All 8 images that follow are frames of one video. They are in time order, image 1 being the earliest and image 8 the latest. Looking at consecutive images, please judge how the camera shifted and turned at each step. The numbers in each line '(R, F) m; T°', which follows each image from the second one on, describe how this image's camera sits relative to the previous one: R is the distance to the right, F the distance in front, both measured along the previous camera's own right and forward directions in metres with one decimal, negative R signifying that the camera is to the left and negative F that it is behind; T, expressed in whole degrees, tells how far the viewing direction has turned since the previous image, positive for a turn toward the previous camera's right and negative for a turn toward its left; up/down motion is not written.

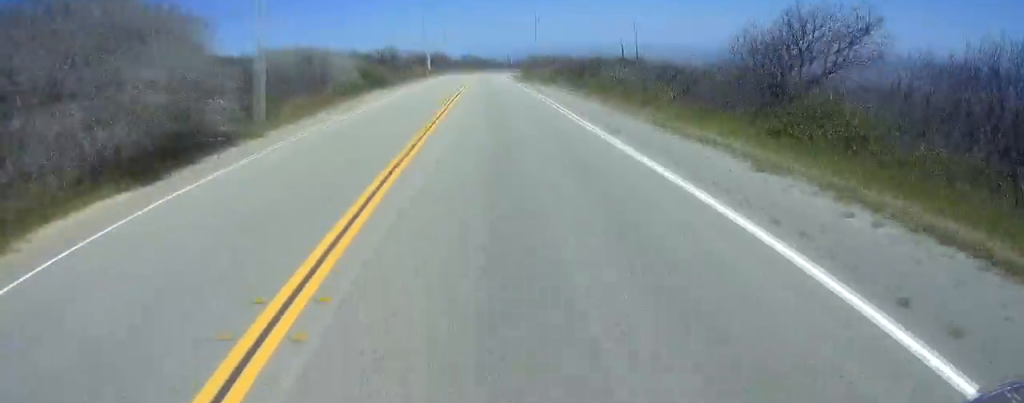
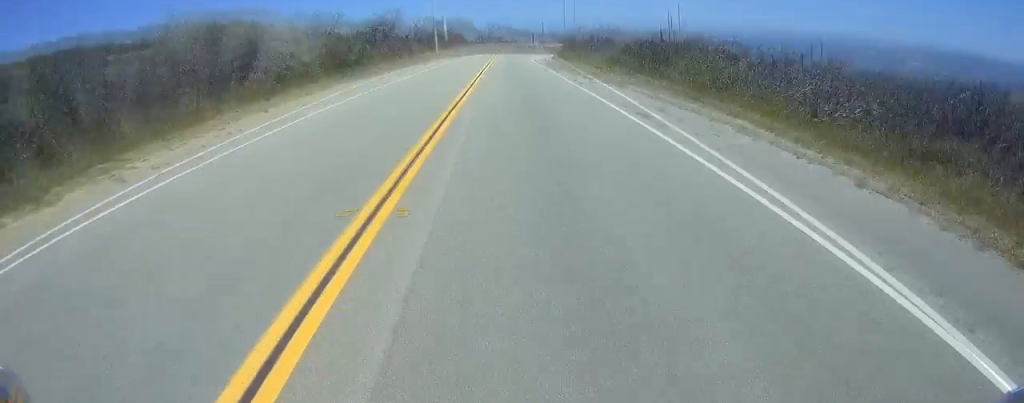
(+0.4, +20.4) m; +2°
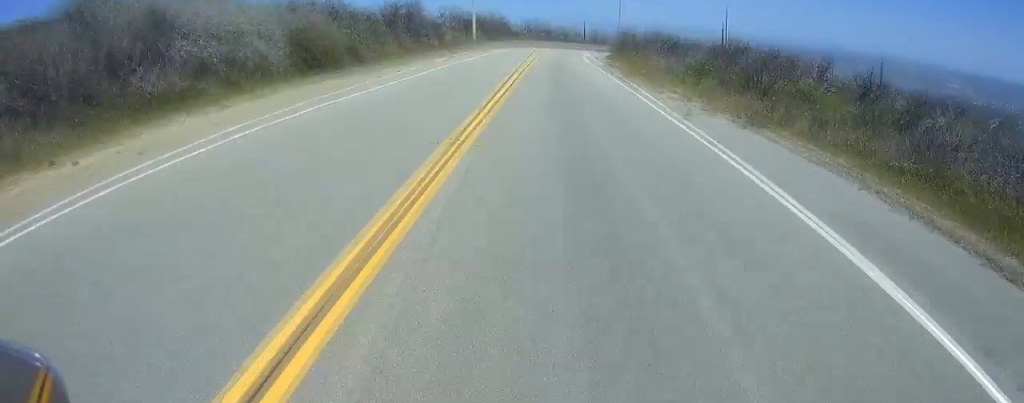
(+0.1, +11.6) m; 0°
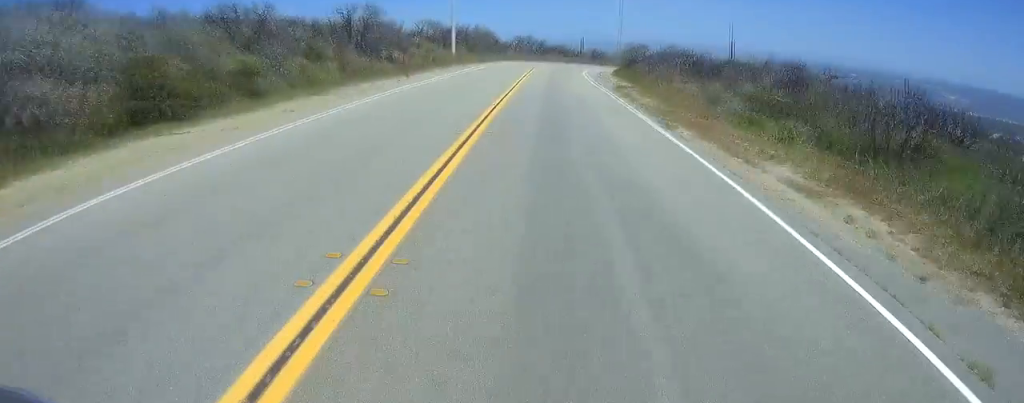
(0.0, +11.4) m; 0°
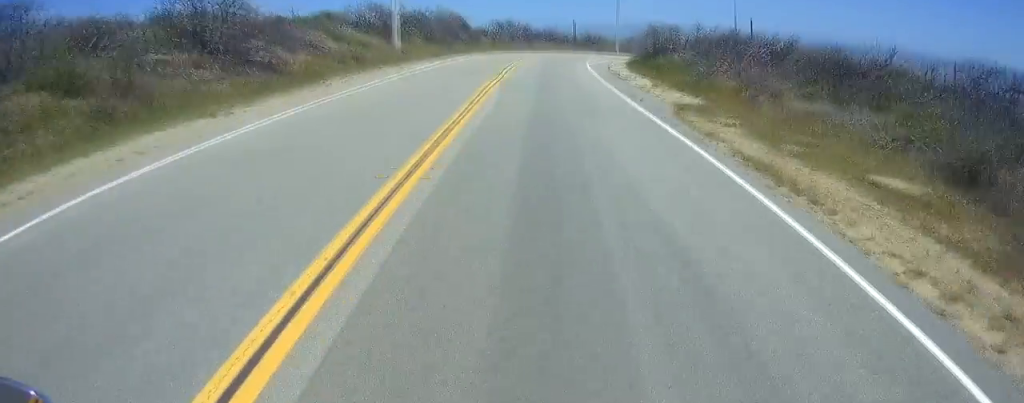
(0.0, +19.1) m; 0°
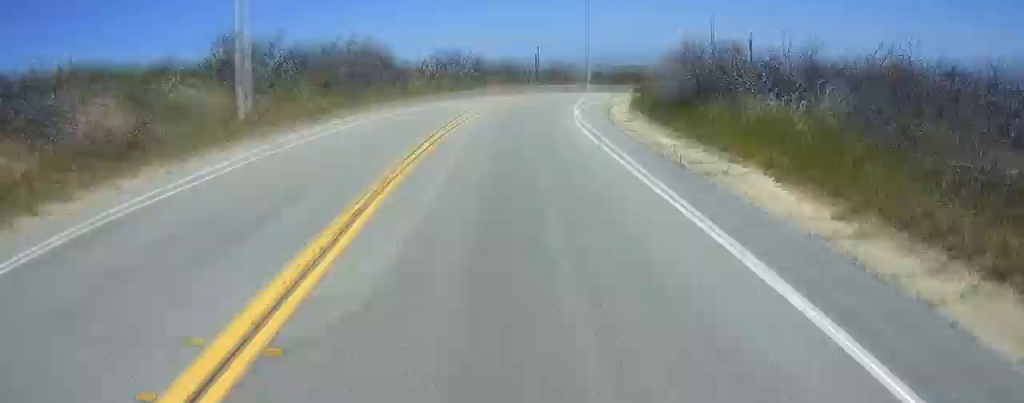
(0.0, +18.6) m; +2°
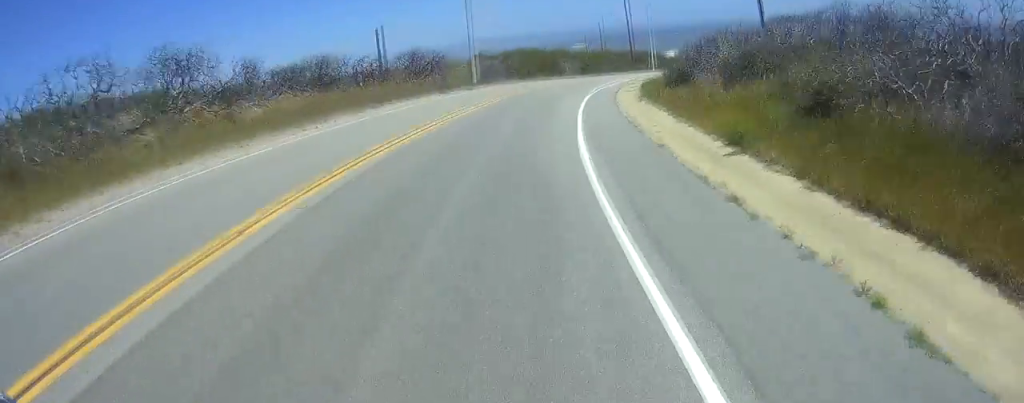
(+2.1, +37.3) m; +10°
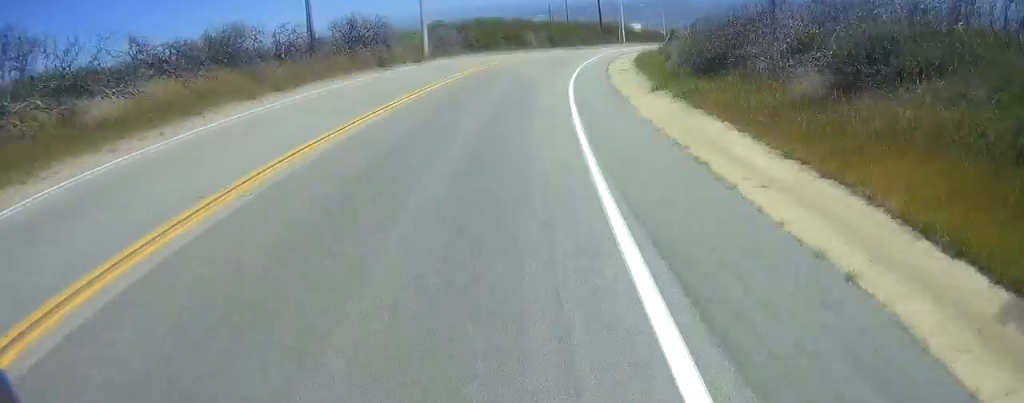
(+0.6, +8.4) m; +5°
